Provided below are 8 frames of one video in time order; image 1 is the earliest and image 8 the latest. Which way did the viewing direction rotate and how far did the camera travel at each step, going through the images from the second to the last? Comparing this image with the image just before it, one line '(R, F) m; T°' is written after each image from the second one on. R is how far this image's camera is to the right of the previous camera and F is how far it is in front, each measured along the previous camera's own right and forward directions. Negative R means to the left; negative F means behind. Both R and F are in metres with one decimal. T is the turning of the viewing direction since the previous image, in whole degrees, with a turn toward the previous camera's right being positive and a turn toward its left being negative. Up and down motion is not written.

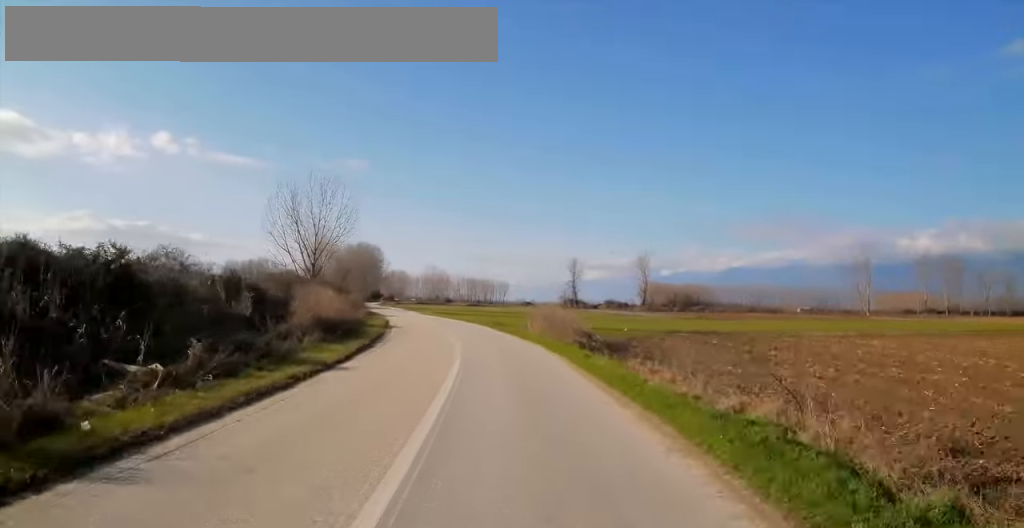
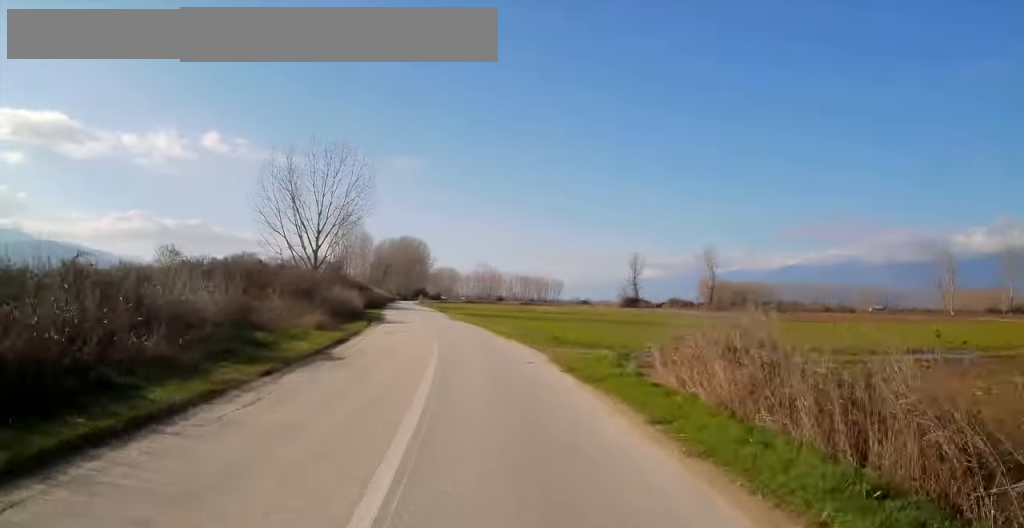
(-0.8, +20.9) m; -5°
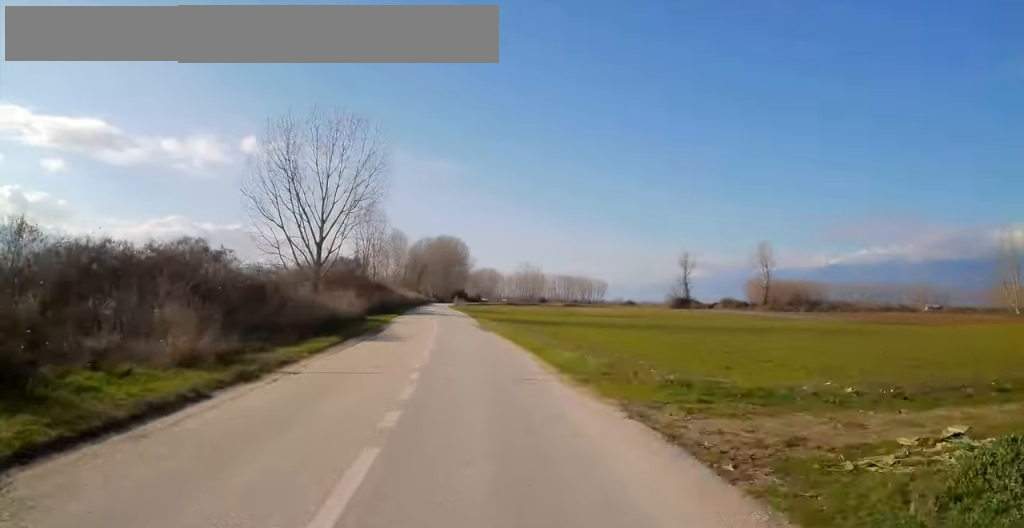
(-0.5, +13.1) m; -5°
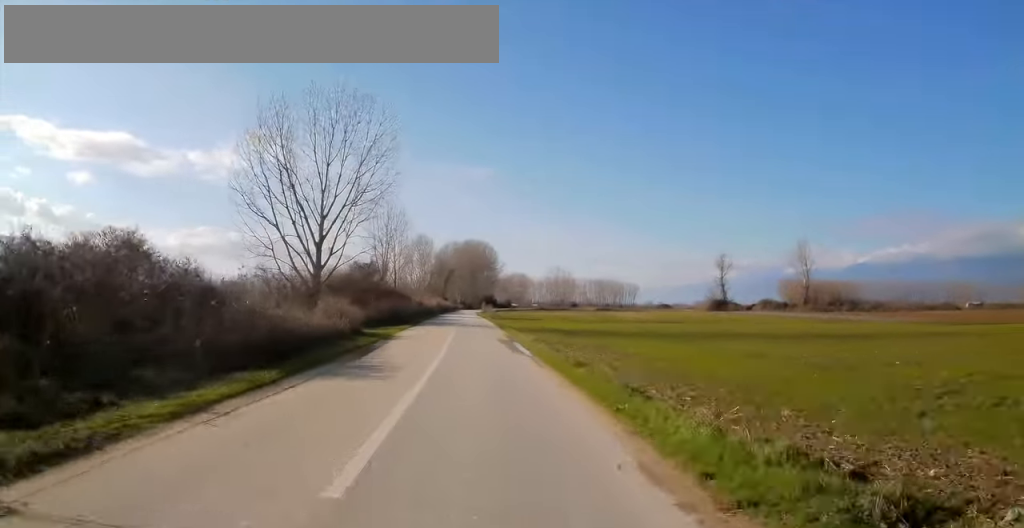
(-0.3, +8.6) m; -2°
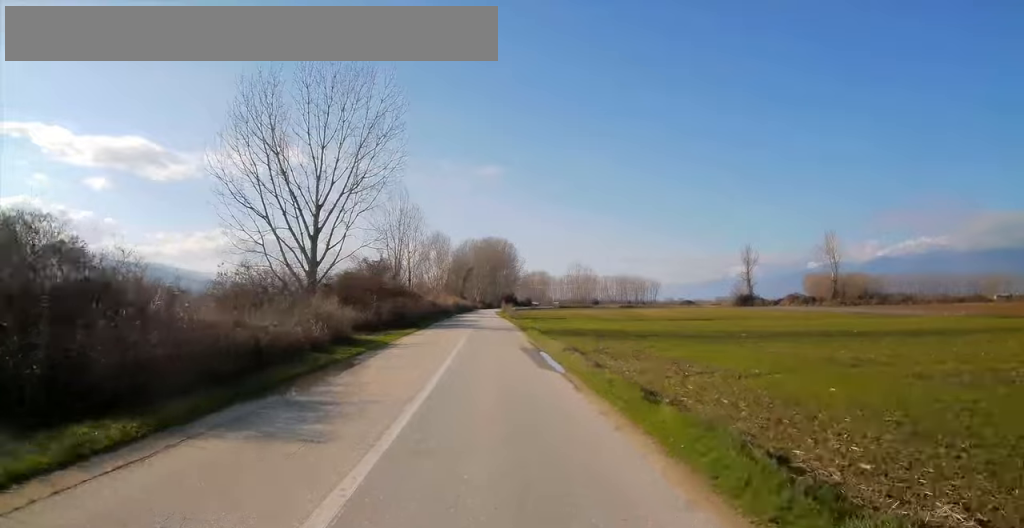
(-0.2, +6.1) m; -1°
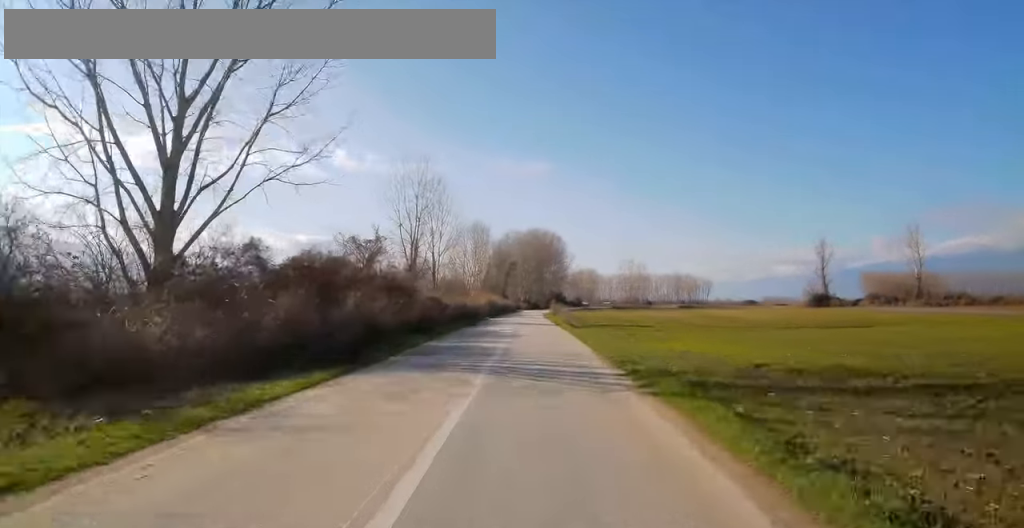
(-0.6, +23.8) m; -2°
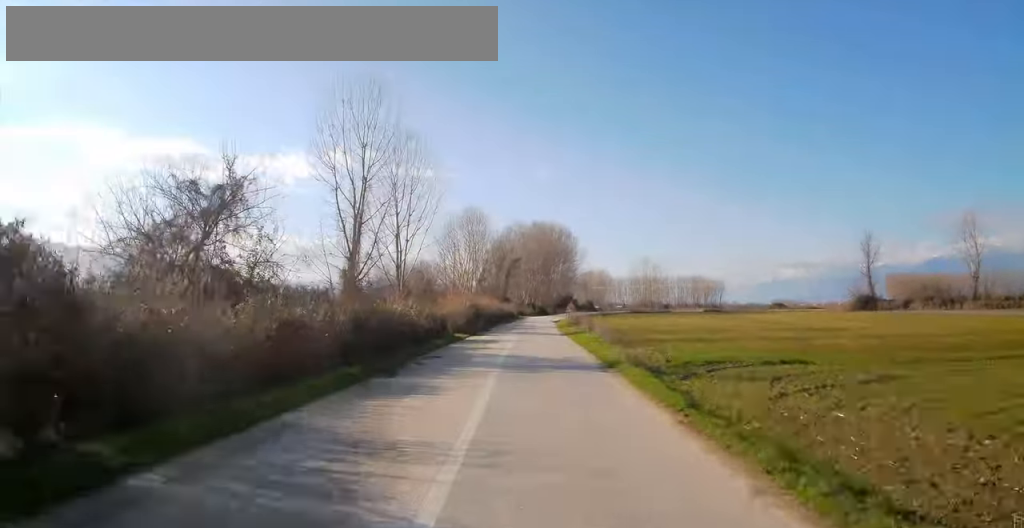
(+0.3, +25.9) m; +2°
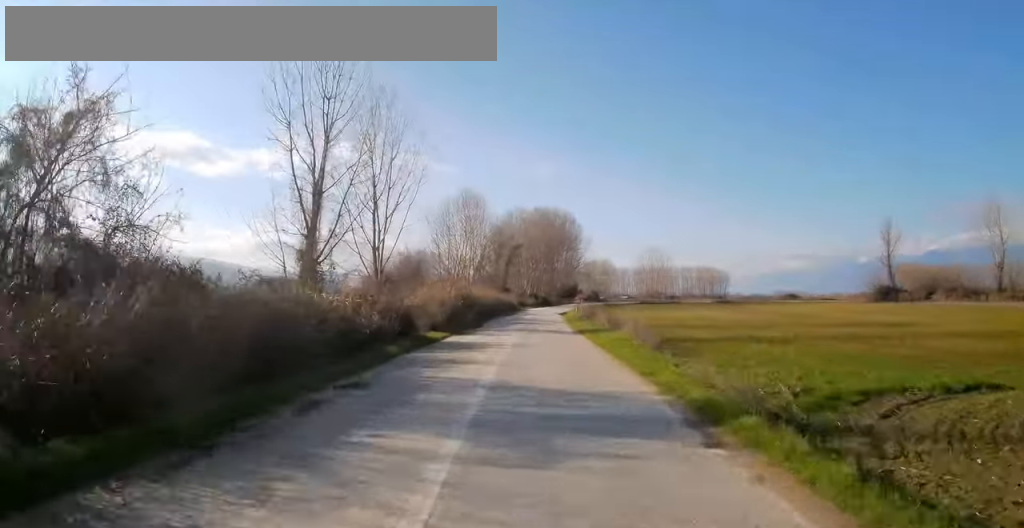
(0.0, +9.7) m; 0°
